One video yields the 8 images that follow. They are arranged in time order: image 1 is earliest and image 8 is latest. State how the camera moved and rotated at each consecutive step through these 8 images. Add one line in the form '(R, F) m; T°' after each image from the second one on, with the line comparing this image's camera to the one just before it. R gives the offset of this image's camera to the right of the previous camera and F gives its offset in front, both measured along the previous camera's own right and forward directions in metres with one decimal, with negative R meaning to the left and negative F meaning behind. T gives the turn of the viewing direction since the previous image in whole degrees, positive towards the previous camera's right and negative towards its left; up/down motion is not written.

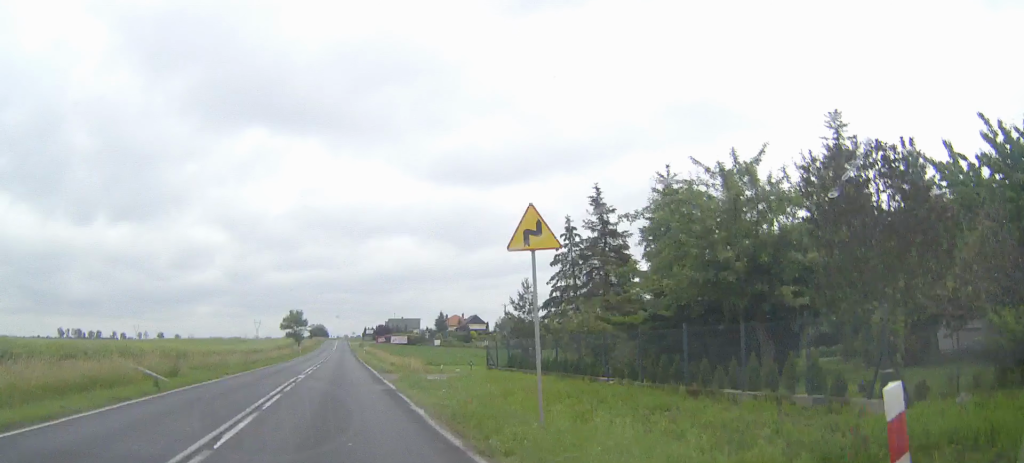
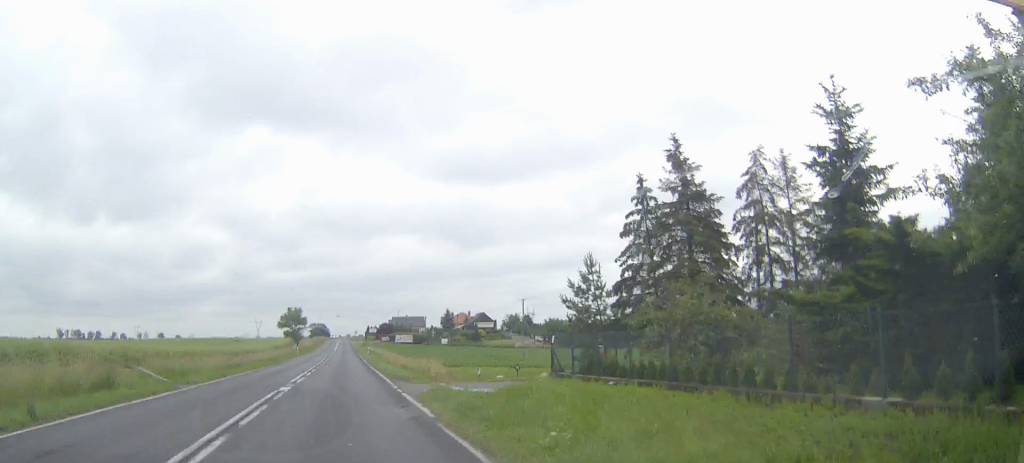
(0.0, +9.2) m; 0°
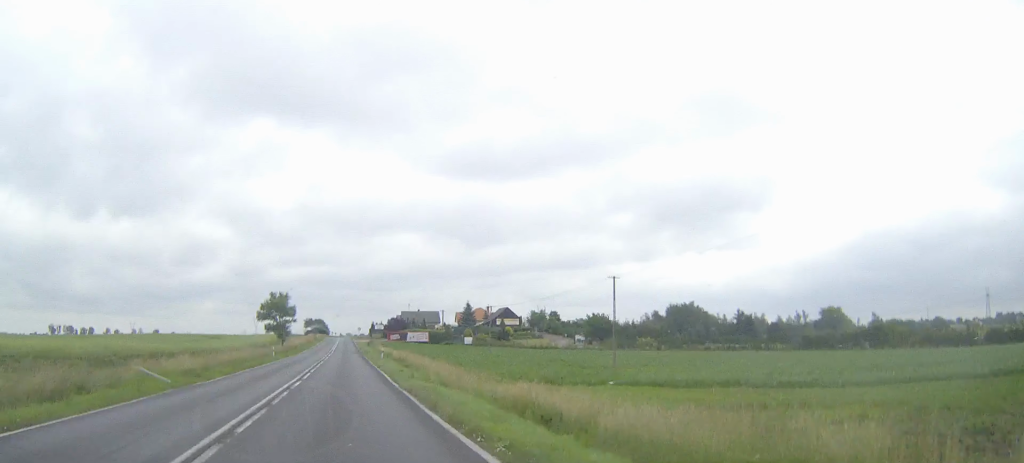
(-0.2, +32.0) m; 0°
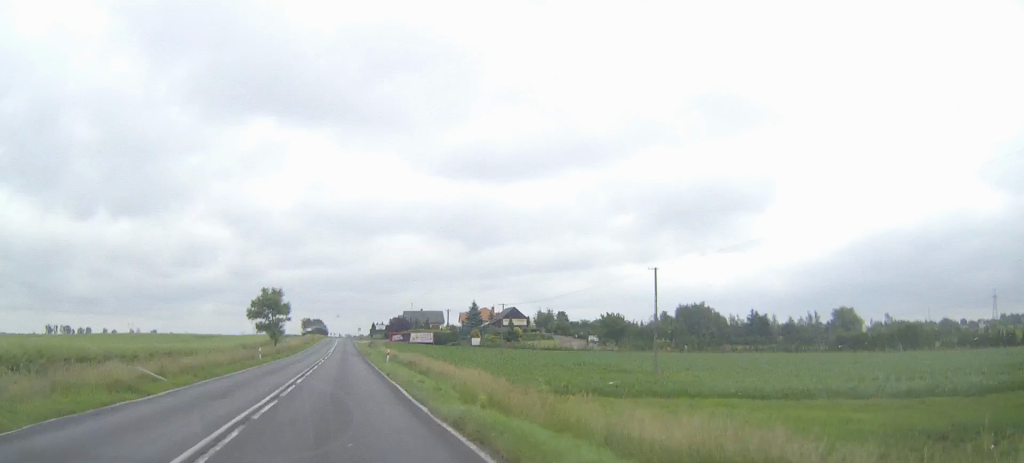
(0.0, +9.3) m; 0°
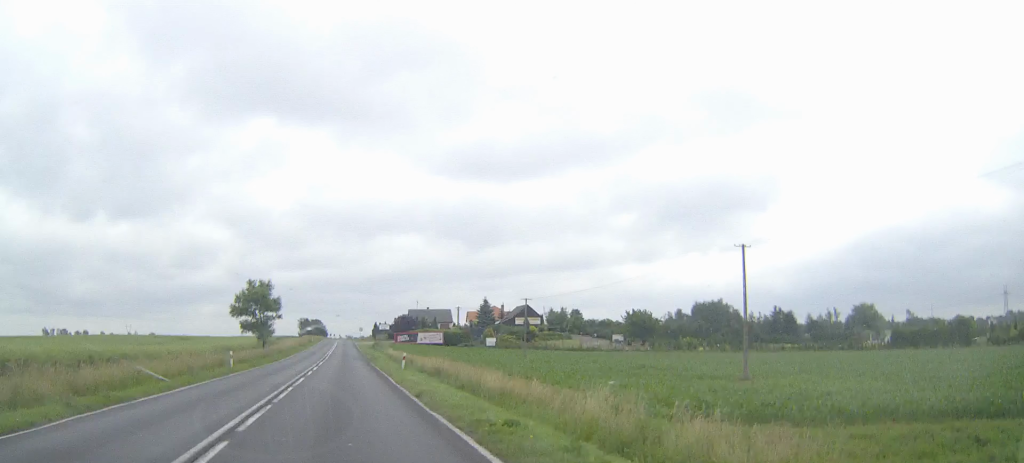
(0.0, +12.9) m; 0°
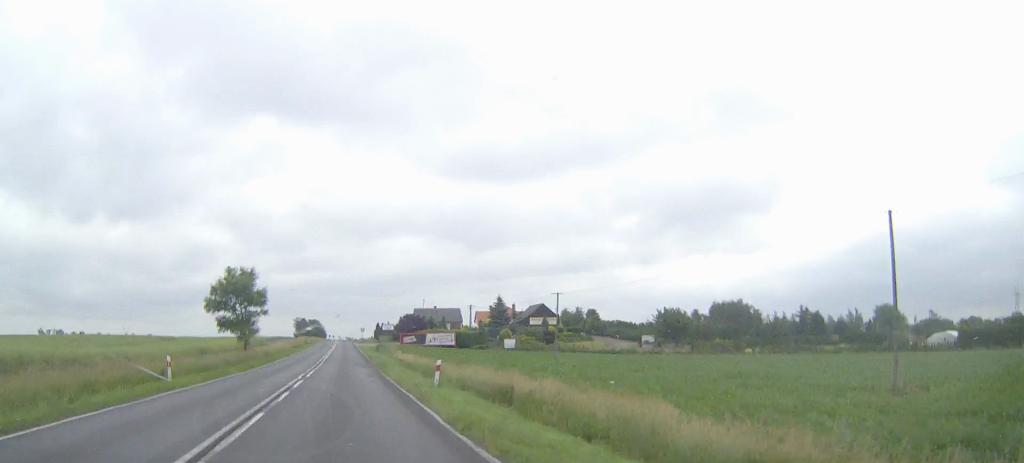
(0.0, +13.6) m; 0°
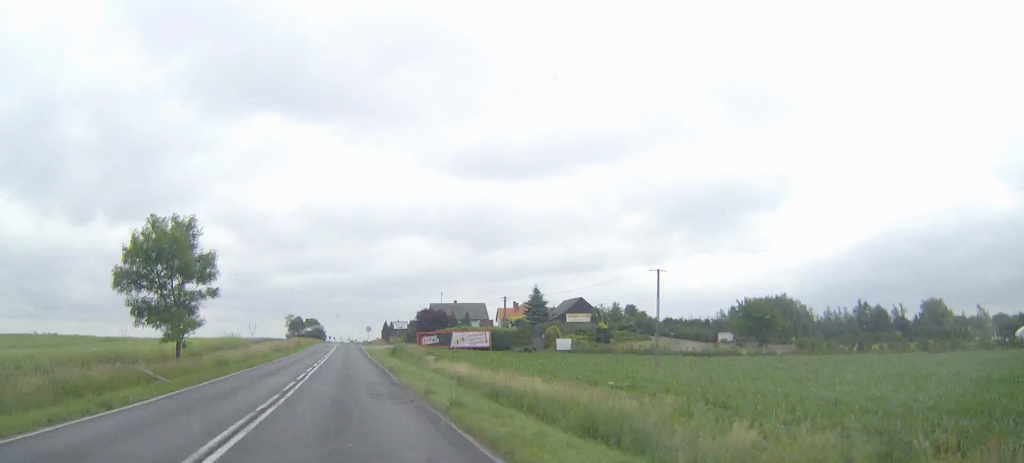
(0.0, +25.7) m; 0°
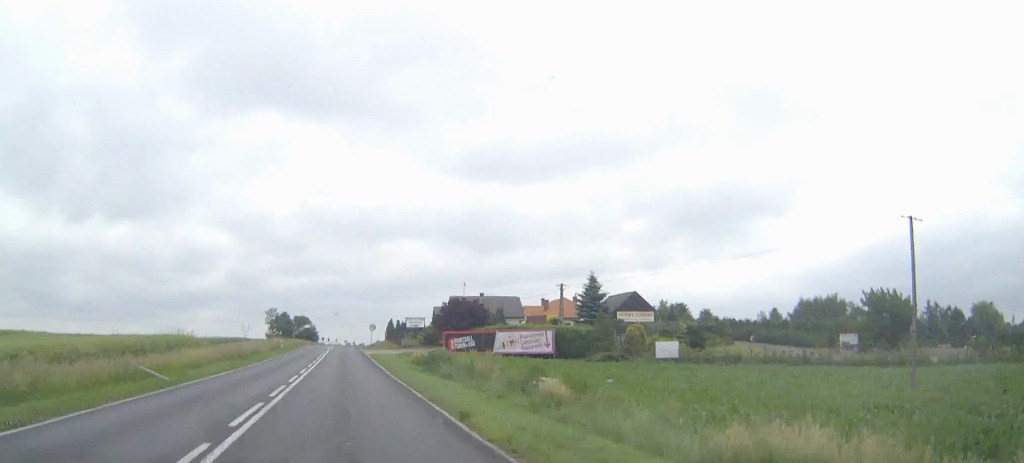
(0.0, +28.1) m; 0°
